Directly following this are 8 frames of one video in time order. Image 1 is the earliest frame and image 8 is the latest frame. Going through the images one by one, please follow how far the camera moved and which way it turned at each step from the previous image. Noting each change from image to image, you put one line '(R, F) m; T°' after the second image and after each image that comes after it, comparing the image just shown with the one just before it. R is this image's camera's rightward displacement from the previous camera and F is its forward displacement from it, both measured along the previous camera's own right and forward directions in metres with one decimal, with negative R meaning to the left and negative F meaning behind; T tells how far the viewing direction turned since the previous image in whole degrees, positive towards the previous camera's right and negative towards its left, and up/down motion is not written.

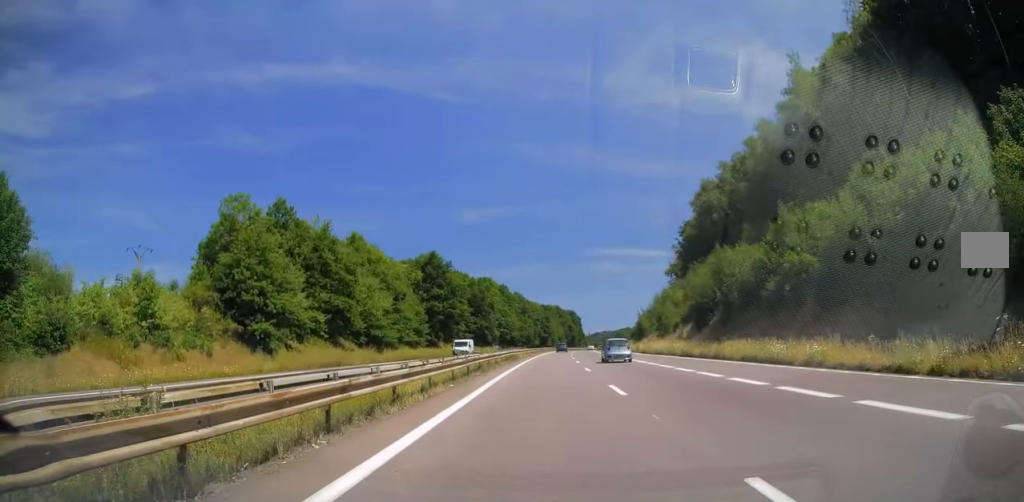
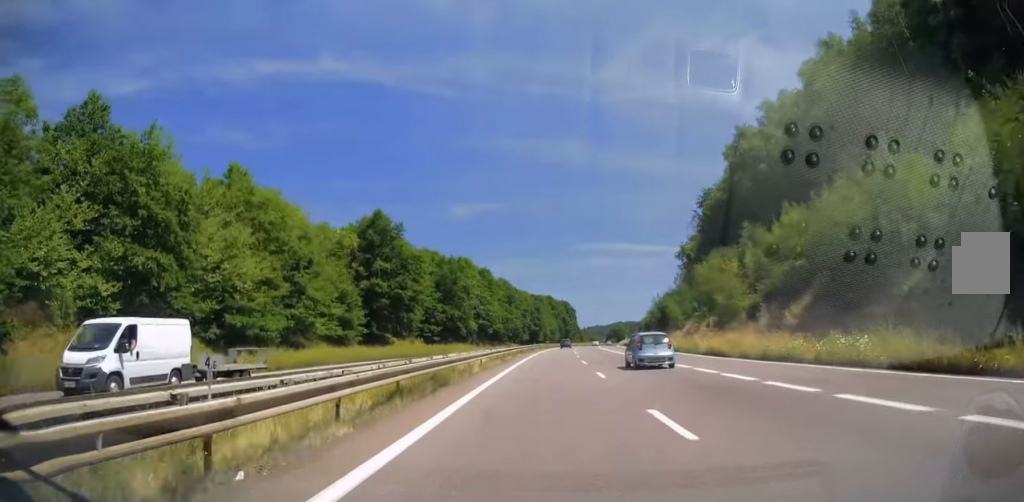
(+0.4, +31.2) m; +1°
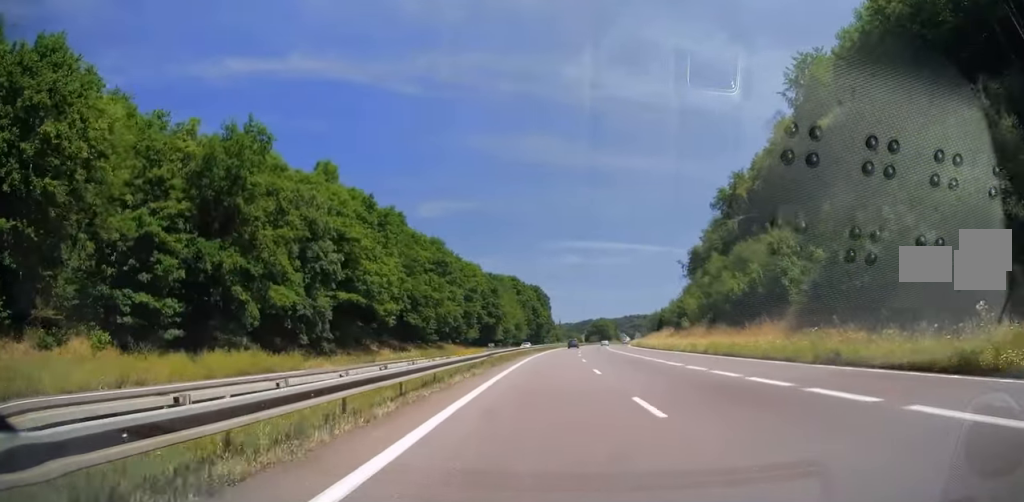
(+1.5, +71.2) m; +3°
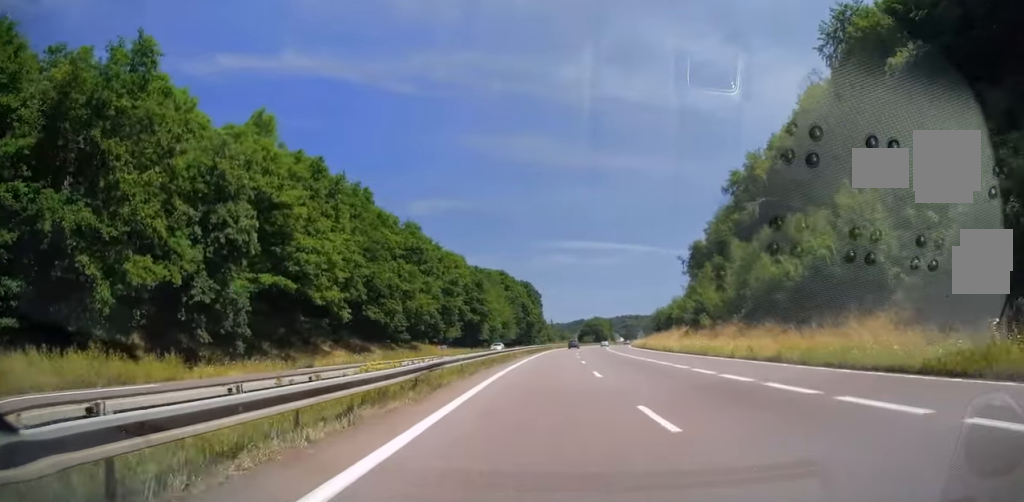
(-0.1, +13.8) m; +1°
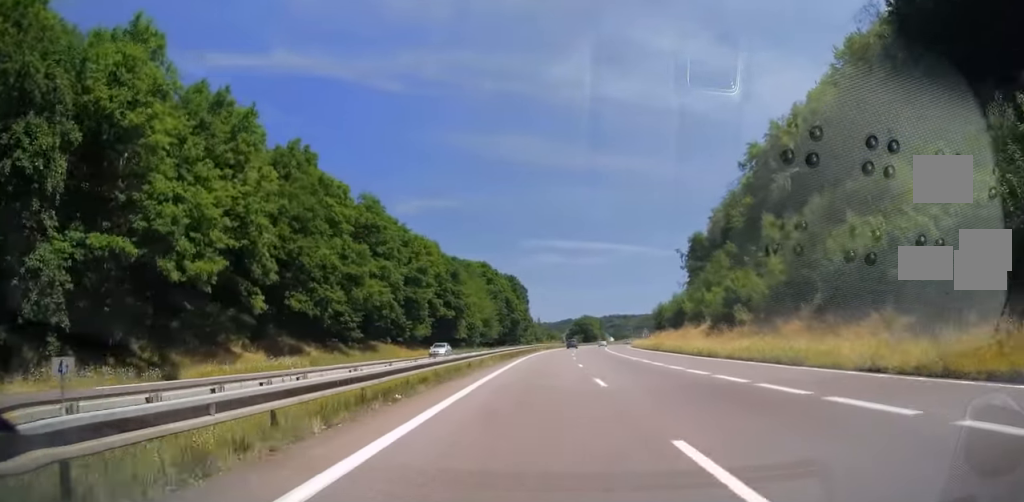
(+0.3, +16.3) m; +1°
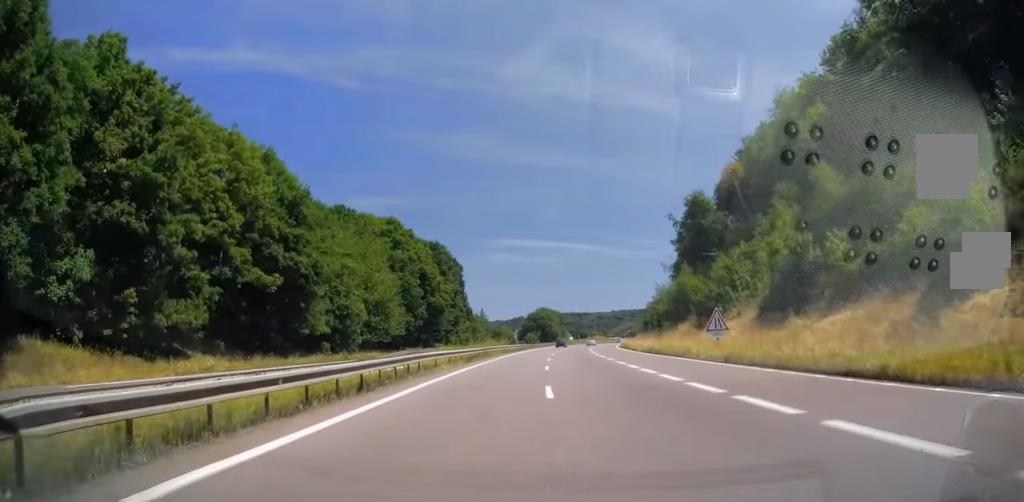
(+1.6, +51.3) m; +4°
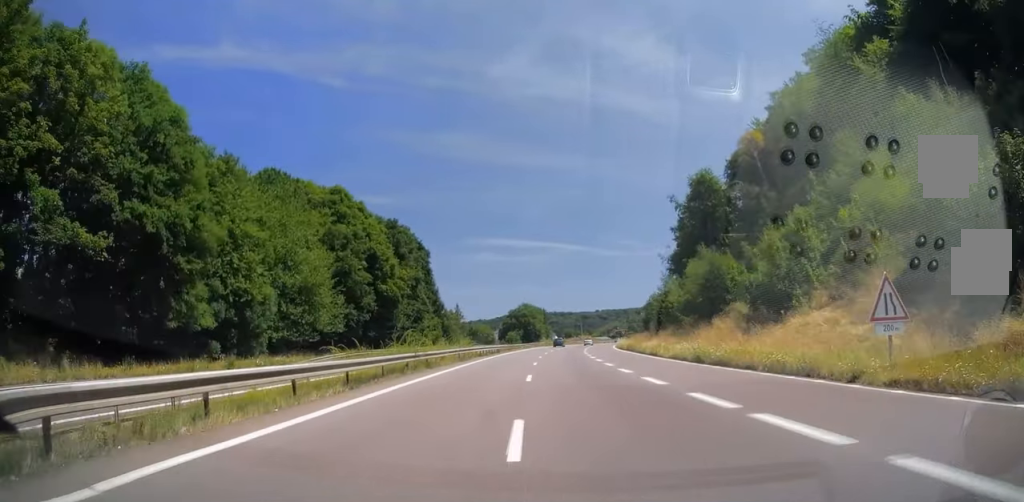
(+0.1, +18.8) m; +1°
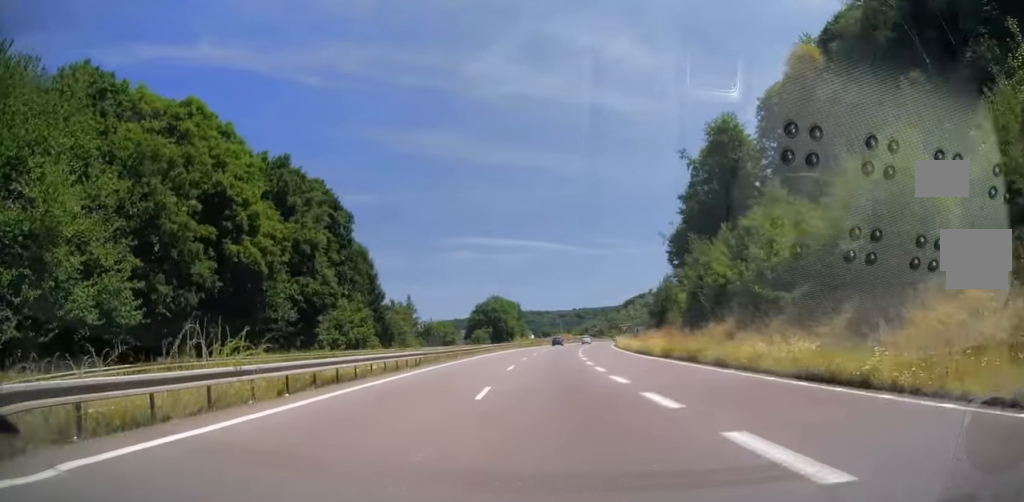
(+0.6, +30.1) m; +3°
